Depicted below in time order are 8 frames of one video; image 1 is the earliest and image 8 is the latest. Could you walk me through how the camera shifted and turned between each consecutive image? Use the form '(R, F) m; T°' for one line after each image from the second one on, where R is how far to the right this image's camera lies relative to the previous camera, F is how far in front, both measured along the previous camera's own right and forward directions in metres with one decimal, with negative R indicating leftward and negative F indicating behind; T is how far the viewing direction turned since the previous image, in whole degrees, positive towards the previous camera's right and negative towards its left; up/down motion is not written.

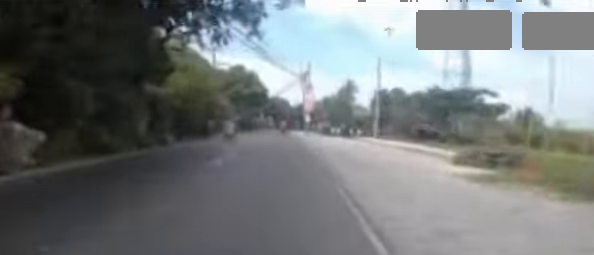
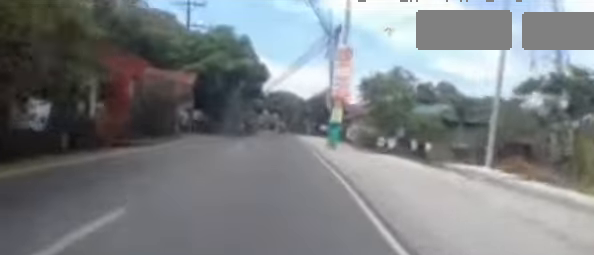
(-0.2, +16.3) m; -1°
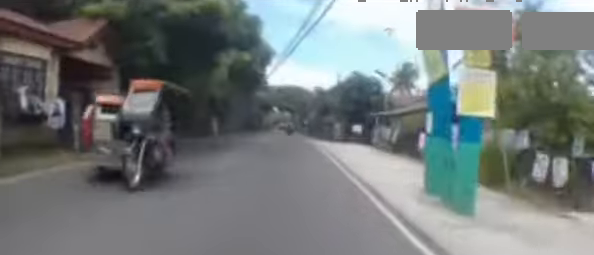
(-0.1, +11.1) m; -2°
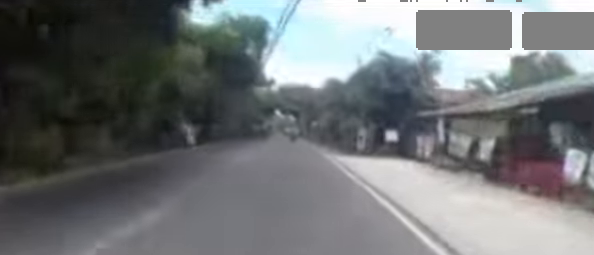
(-0.5, +6.4) m; -1°
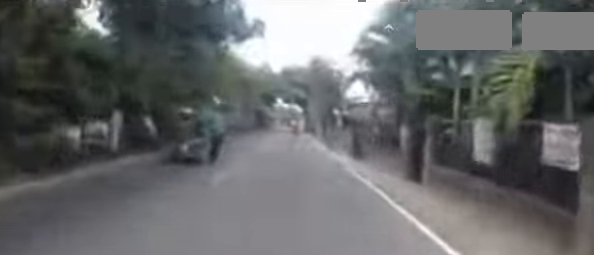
(+0.6, +12.6) m; +2°
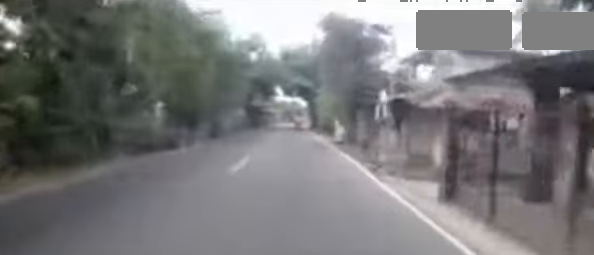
(+0.1, +8.3) m; -2°
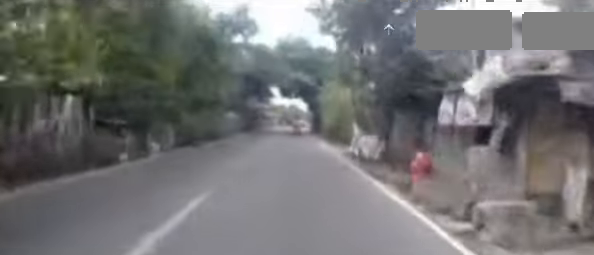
(-0.2, +4.7) m; 0°
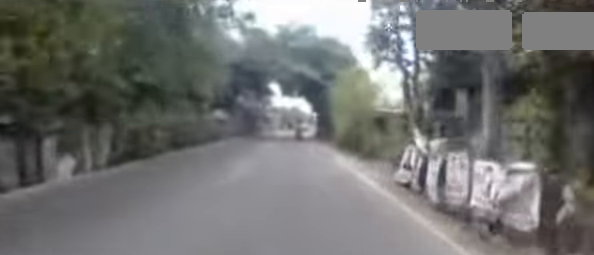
(-0.2, +5.1) m; 0°
